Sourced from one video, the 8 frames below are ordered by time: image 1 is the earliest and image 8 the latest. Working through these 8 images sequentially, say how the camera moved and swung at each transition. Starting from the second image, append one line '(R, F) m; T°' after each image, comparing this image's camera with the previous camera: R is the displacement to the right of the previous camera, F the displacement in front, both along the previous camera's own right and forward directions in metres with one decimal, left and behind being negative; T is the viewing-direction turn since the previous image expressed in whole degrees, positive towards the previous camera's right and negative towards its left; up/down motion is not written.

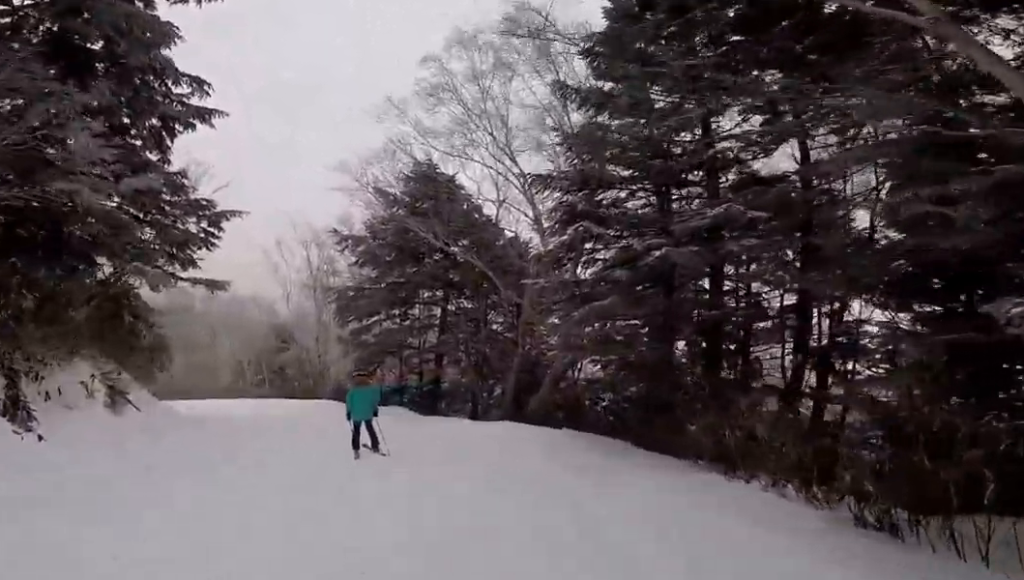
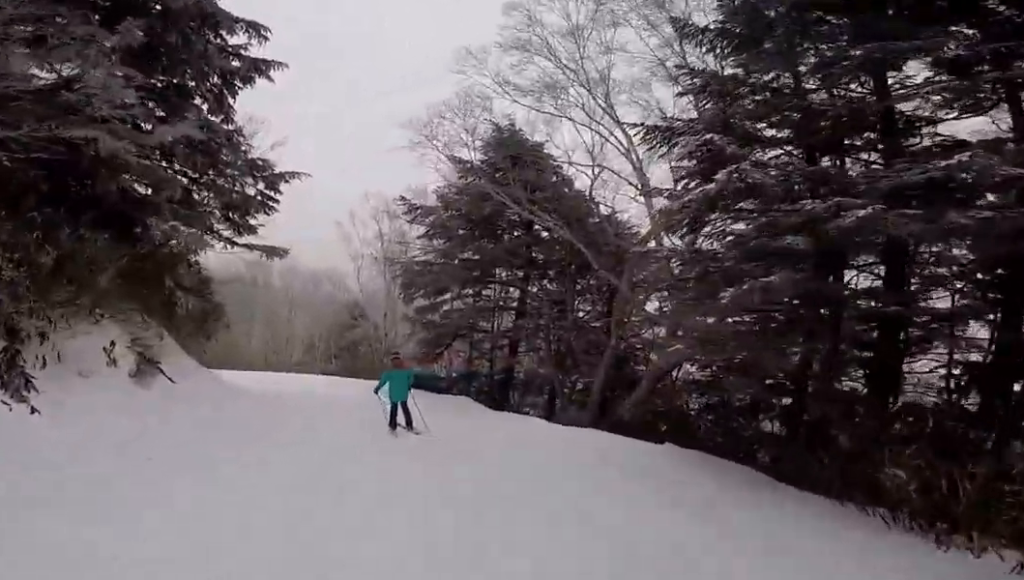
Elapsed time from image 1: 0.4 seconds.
(-0.2, +2.0) m; -9°
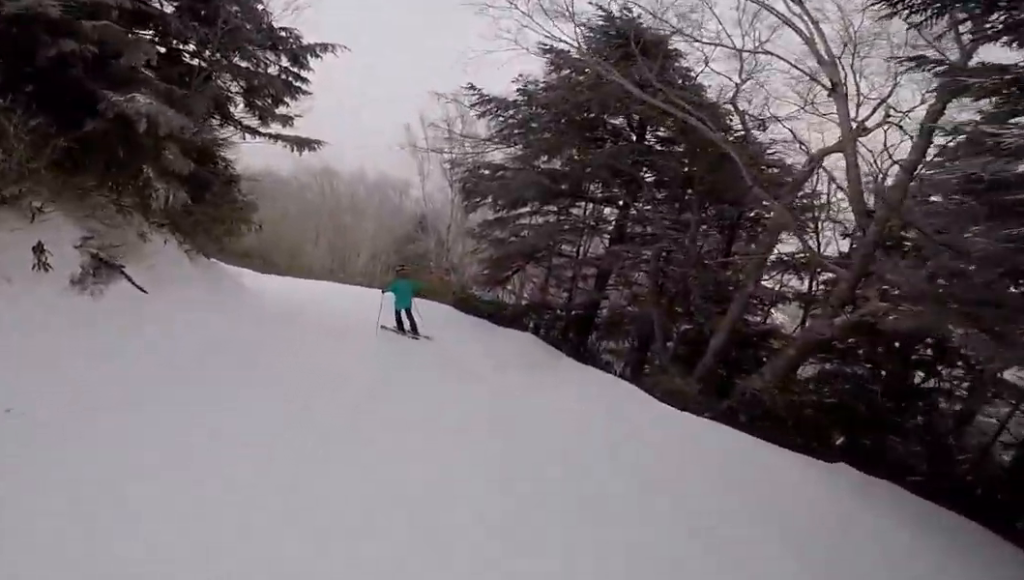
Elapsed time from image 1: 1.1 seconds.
(-0.4, +3.3) m; -8°
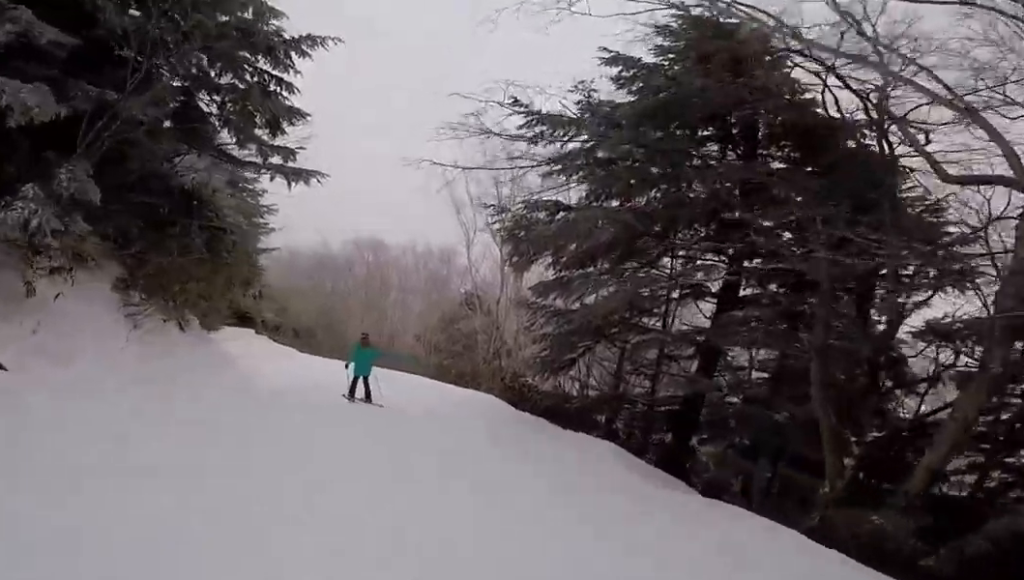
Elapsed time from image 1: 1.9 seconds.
(-0.2, +4.1) m; -3°
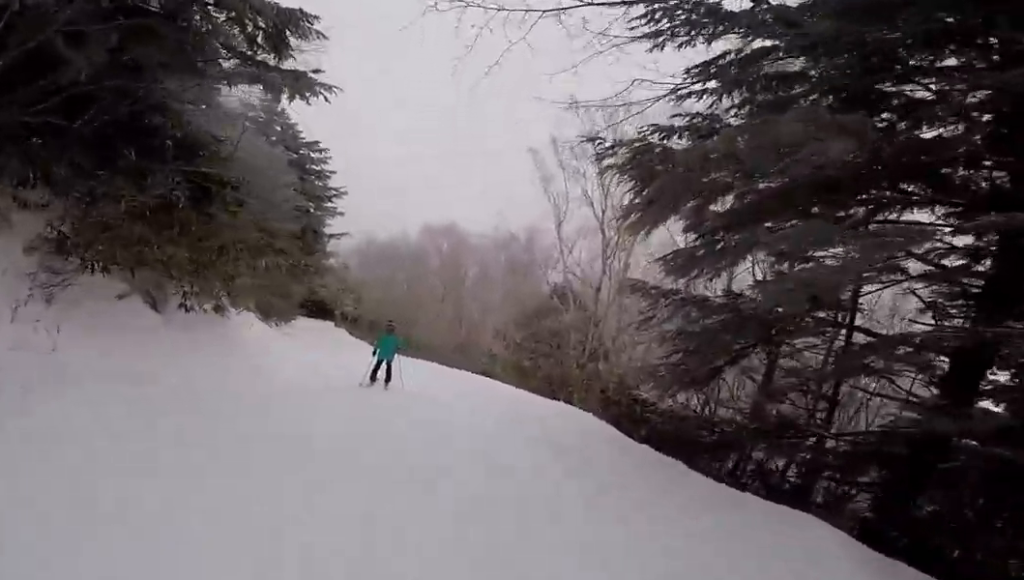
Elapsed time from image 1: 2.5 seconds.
(-0.1, +3.8) m; -4°
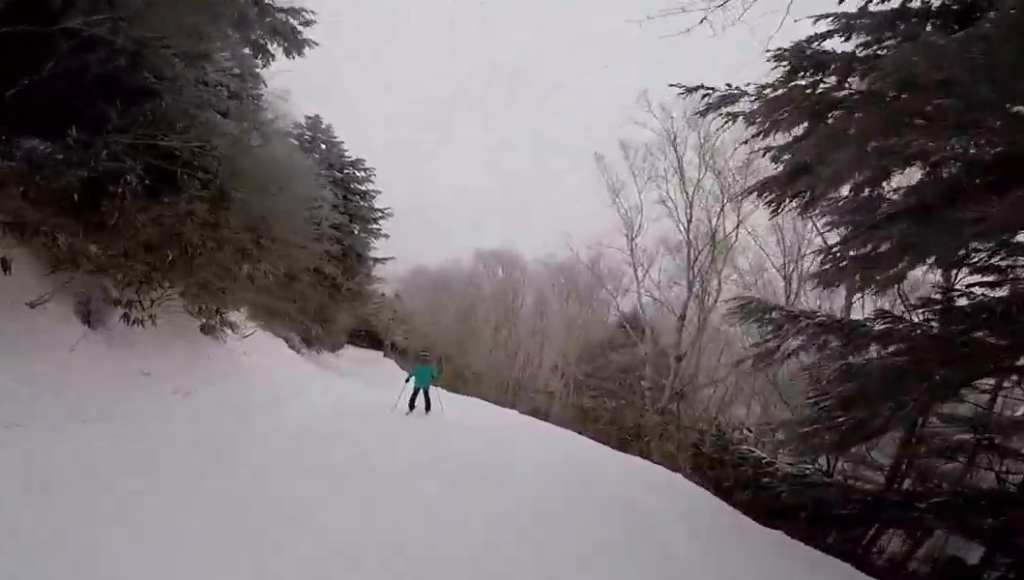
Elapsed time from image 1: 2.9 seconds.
(+0.1, +2.6) m; -5°
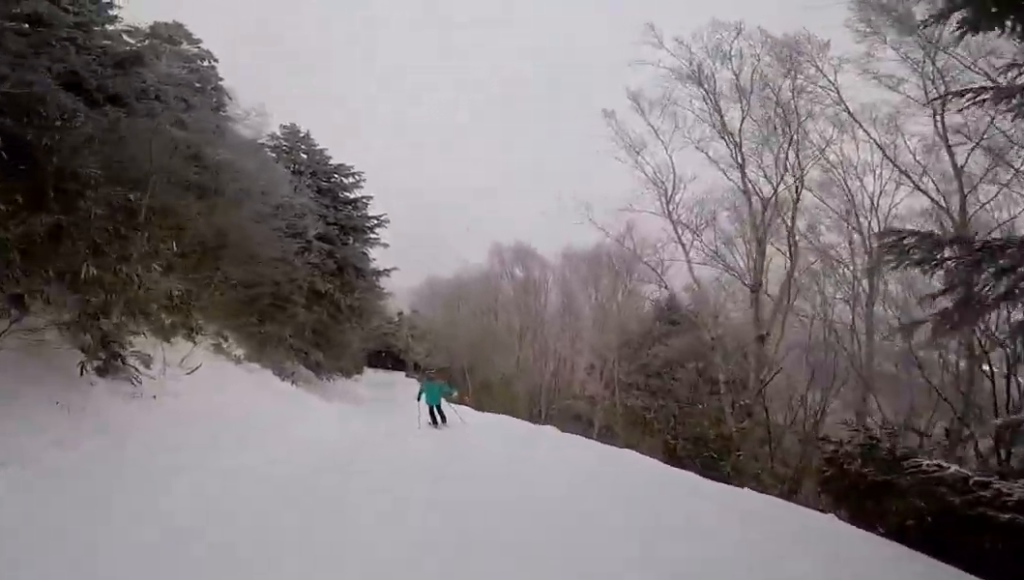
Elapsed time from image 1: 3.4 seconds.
(0.0, +3.0) m; -3°
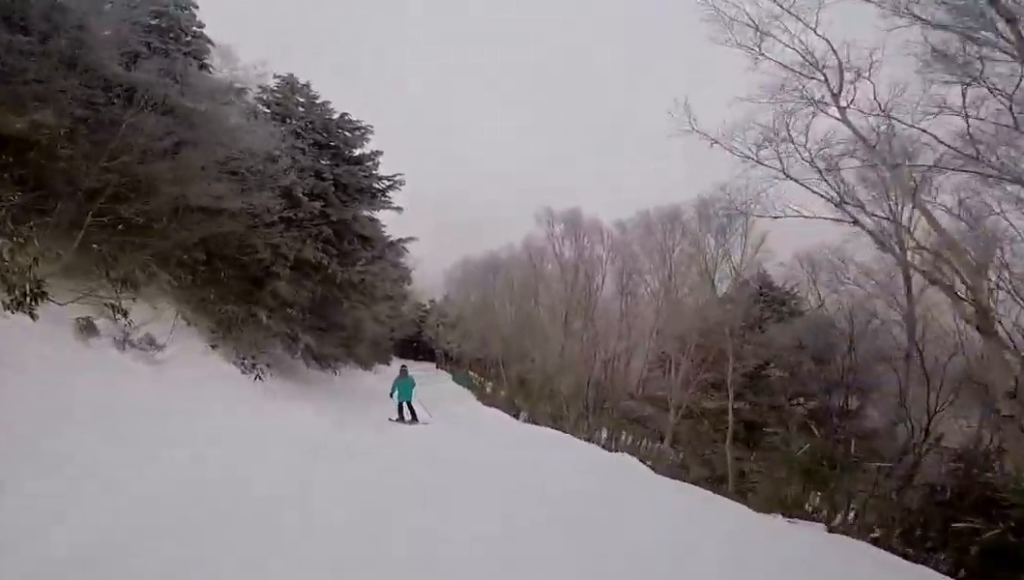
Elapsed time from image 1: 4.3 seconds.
(-0.9, +5.2) m; 0°
